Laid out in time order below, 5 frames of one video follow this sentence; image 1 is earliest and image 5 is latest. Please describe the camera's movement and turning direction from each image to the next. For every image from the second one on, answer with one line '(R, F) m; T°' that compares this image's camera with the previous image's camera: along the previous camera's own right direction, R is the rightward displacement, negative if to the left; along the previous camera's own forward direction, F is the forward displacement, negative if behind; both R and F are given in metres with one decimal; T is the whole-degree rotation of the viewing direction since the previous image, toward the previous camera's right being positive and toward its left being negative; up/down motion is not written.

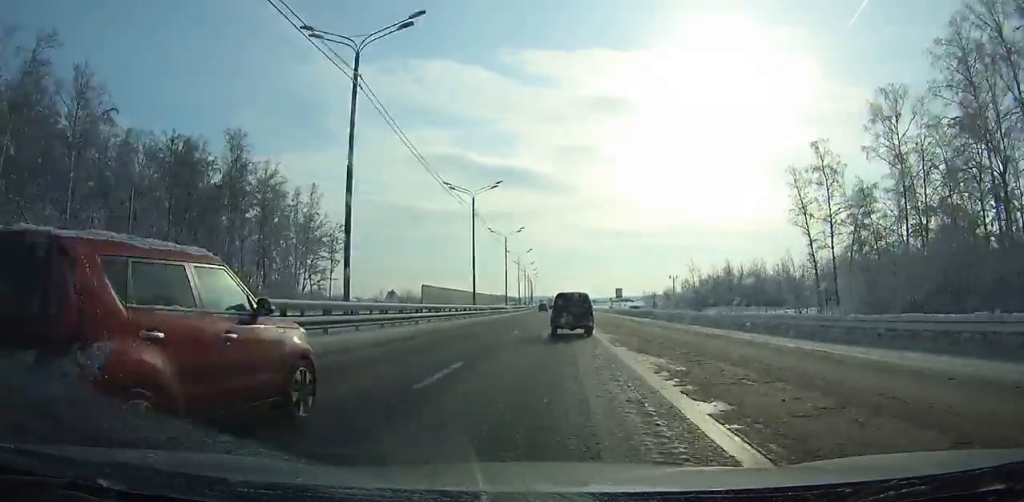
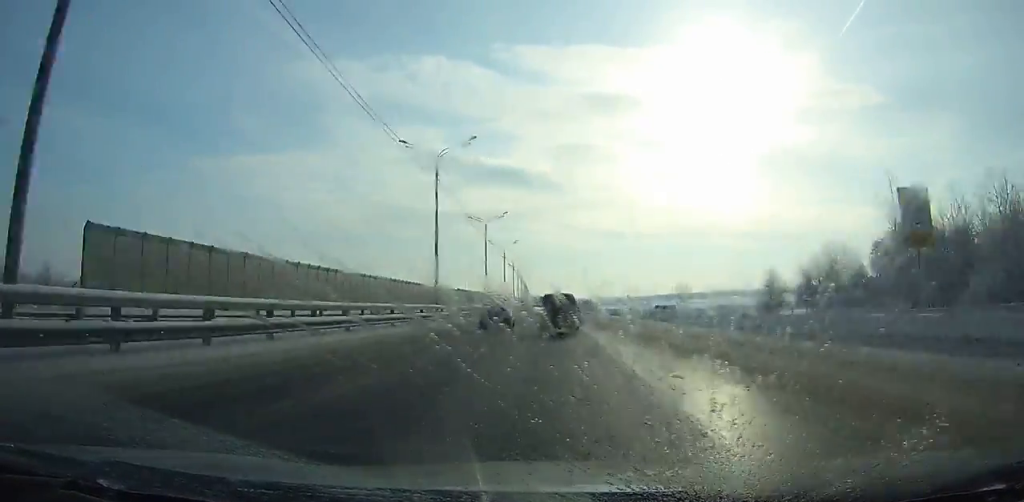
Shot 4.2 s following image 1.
(-0.7, +90.3) m; -1°
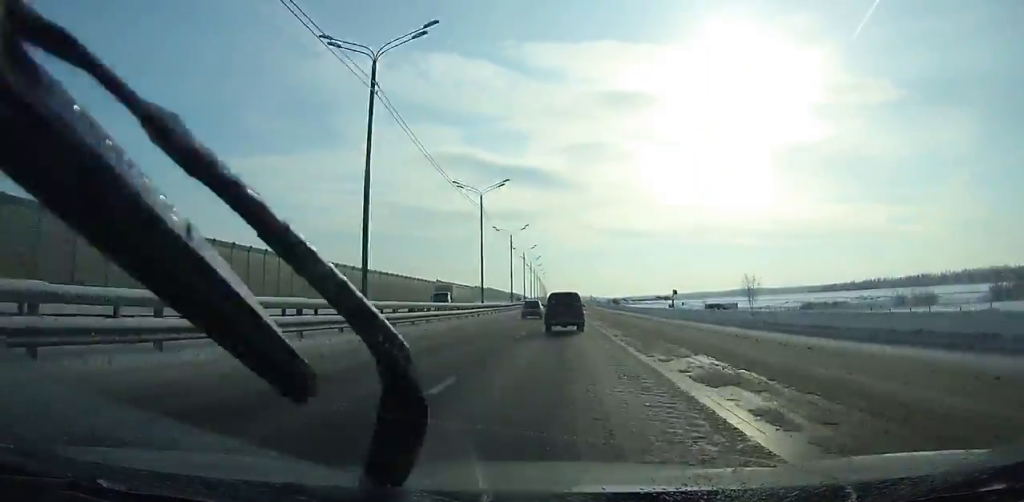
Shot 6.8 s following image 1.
(-0.5, +56.3) m; -1°
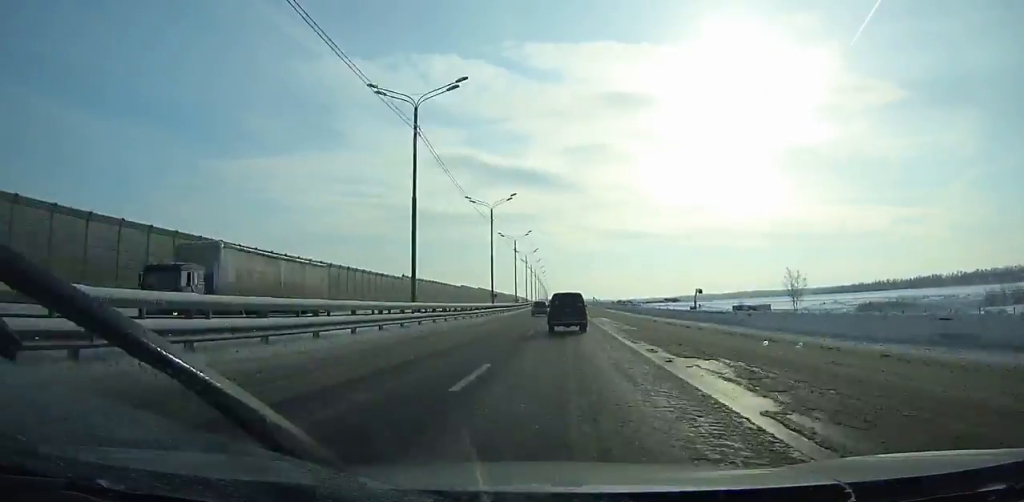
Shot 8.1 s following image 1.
(0.0, +28.3) m; 0°
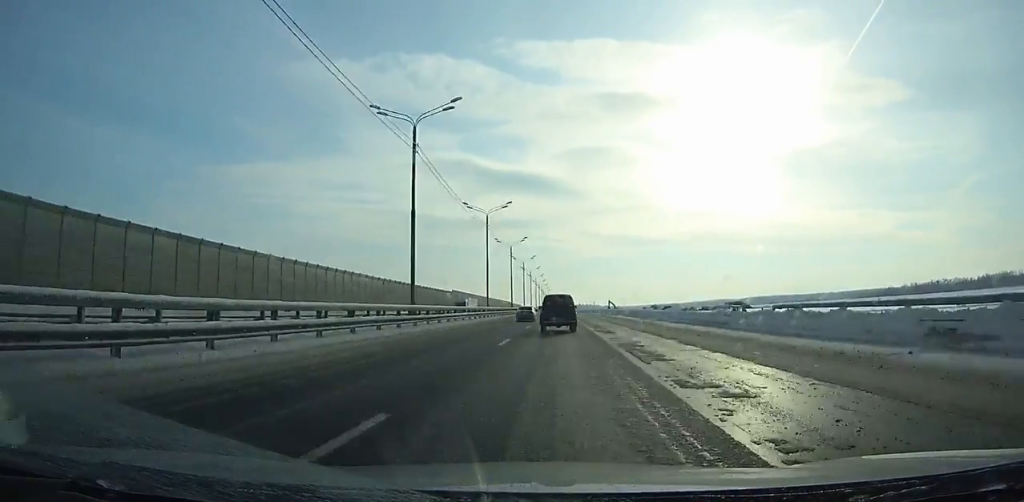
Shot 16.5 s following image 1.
(-1.7, +182.5) m; -1°
